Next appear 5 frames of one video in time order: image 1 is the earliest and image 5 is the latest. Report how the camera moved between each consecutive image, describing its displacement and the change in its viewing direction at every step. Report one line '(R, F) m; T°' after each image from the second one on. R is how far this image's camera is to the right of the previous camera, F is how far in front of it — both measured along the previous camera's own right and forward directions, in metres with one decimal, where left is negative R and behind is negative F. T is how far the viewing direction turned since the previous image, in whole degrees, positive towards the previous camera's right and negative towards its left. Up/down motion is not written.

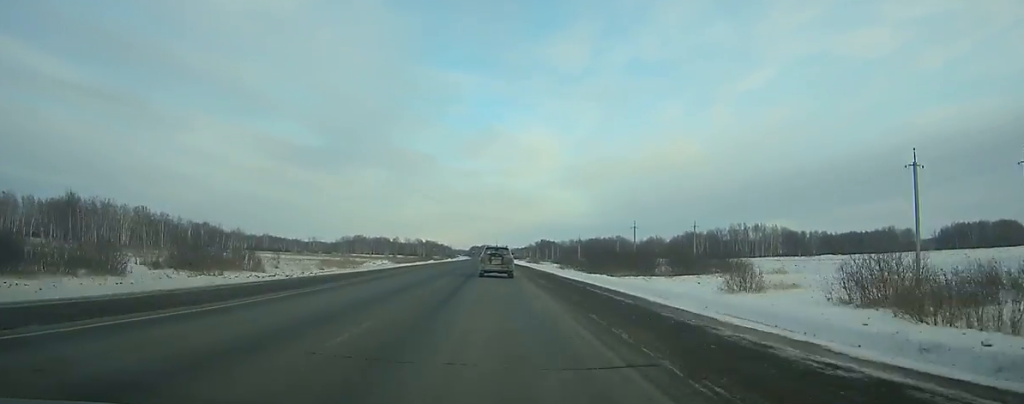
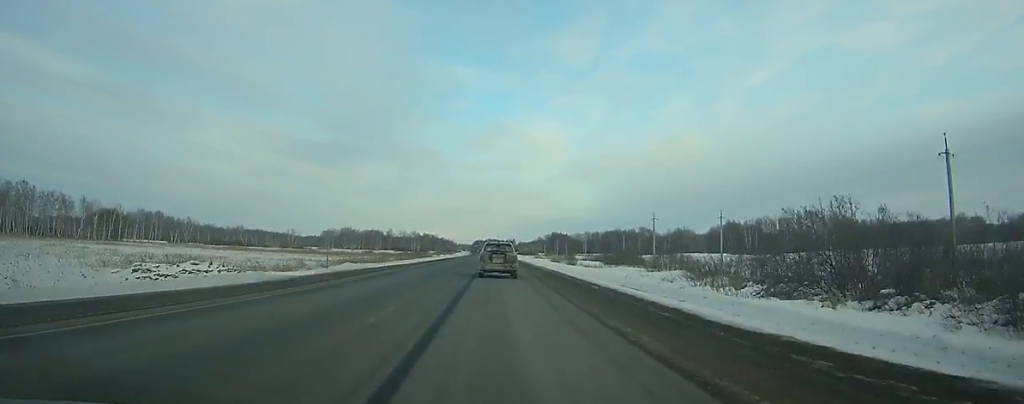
(-0.4, +79.4) m; 0°
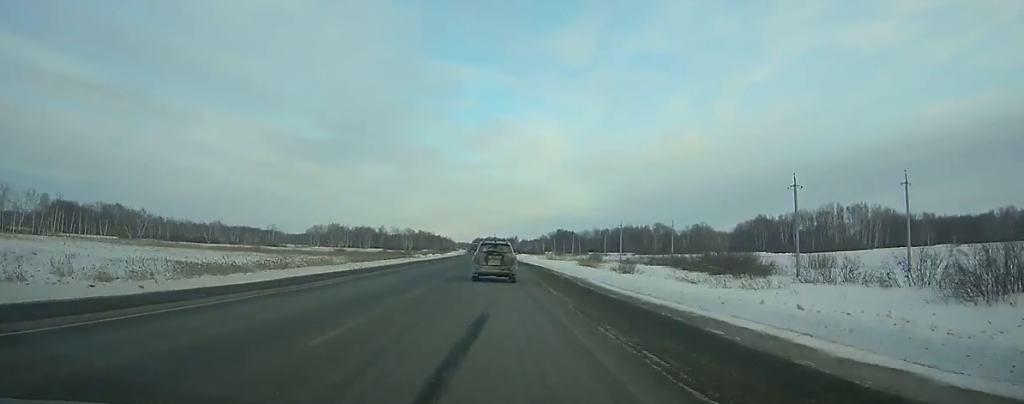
(0.0, +50.5) m; 0°
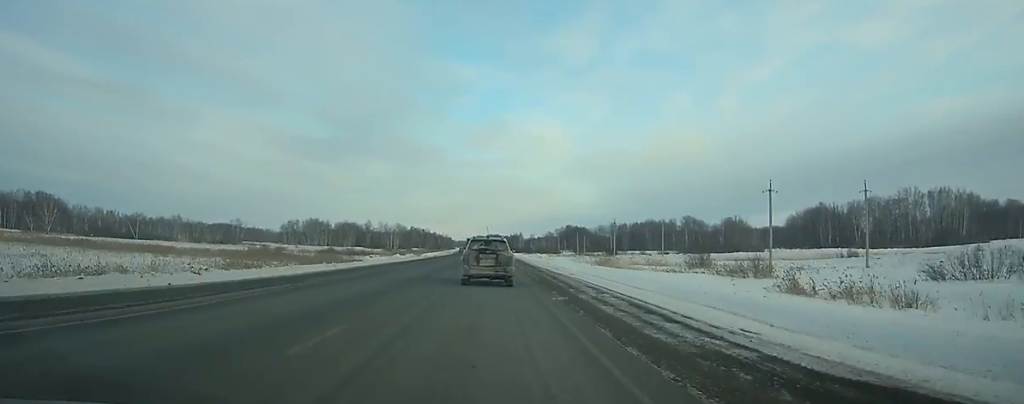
(+0.2, +72.1) m; 0°
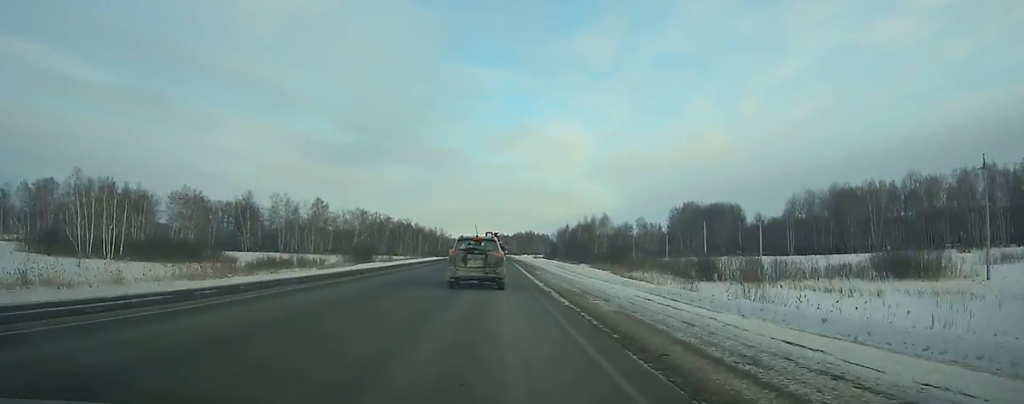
(-6.5, +301.2) m; -2°
